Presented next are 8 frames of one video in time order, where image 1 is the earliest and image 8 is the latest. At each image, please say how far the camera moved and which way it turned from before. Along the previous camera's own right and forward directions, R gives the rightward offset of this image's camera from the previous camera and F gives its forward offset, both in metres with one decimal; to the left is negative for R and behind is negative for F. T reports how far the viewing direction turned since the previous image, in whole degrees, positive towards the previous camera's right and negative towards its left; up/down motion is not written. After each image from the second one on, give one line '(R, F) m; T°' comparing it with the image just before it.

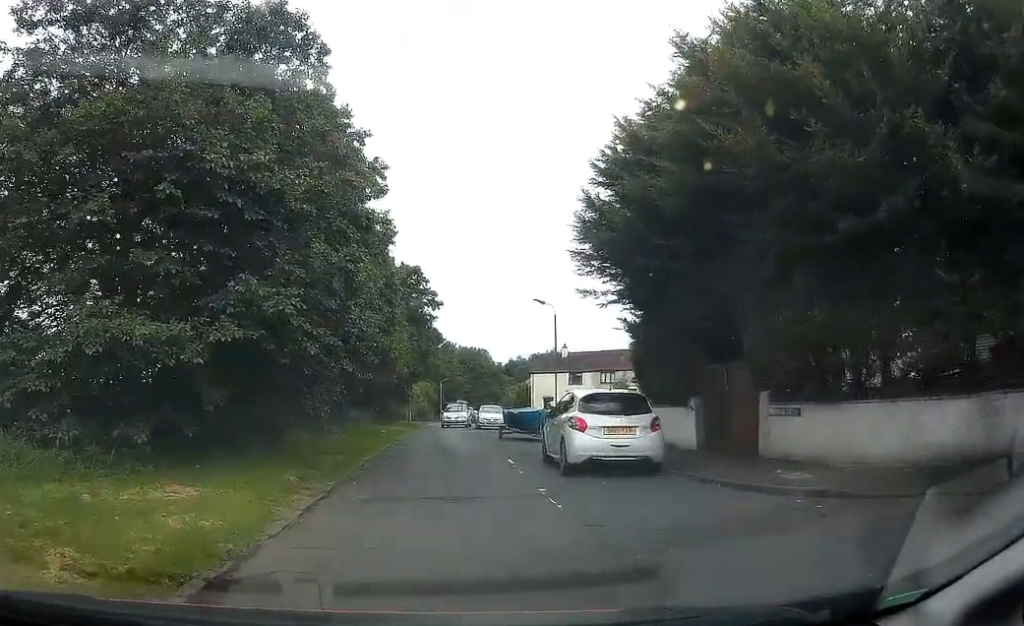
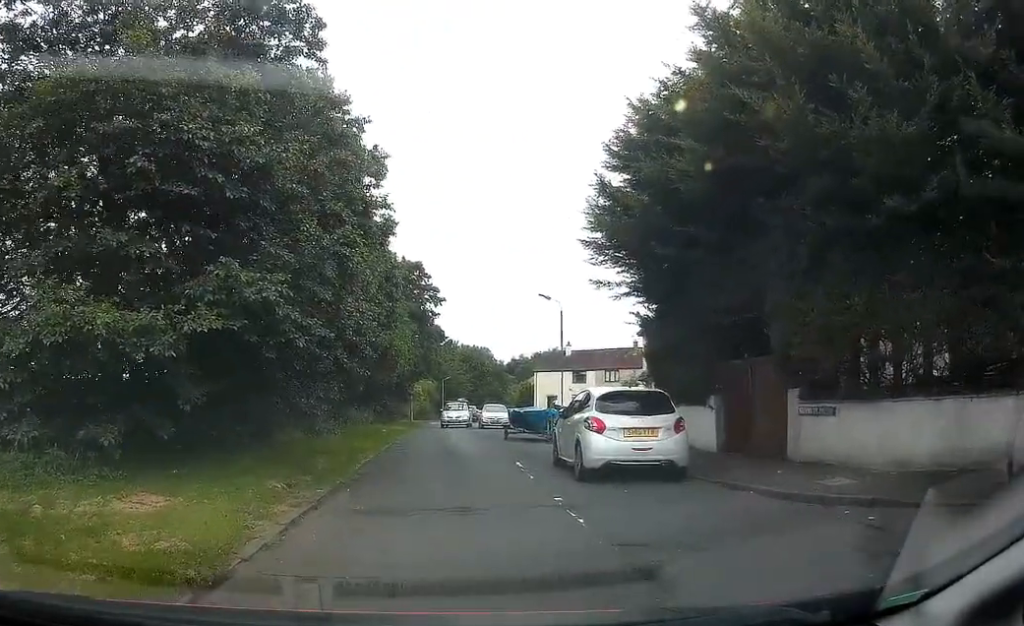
(+0.1, +1.5) m; 0°
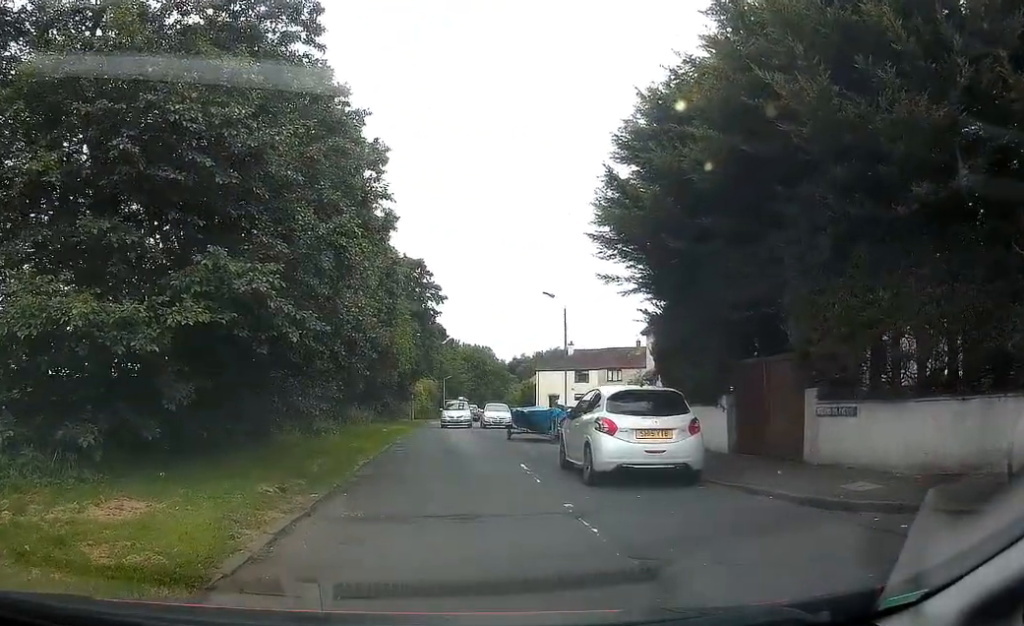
(0.0, +1.0) m; 0°
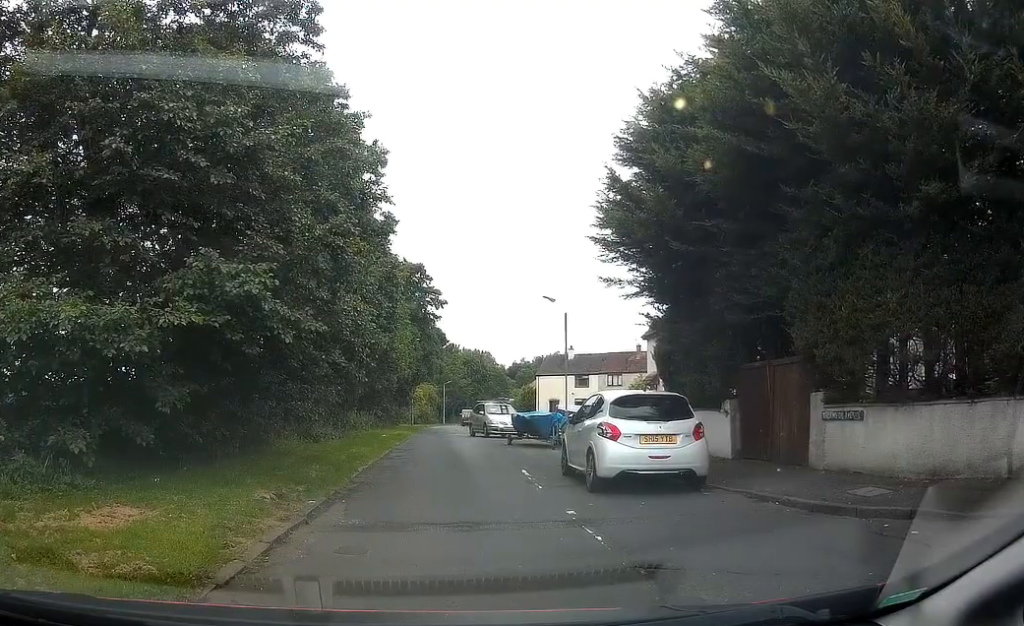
(+0.4, +1.7) m; 0°
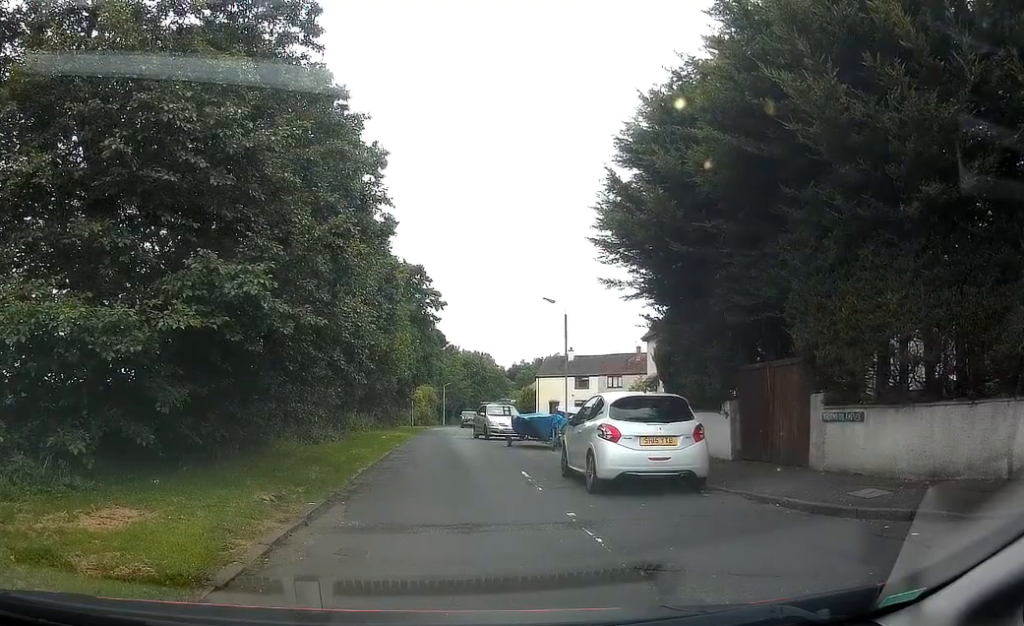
(0.0, 0.0) m; 0°
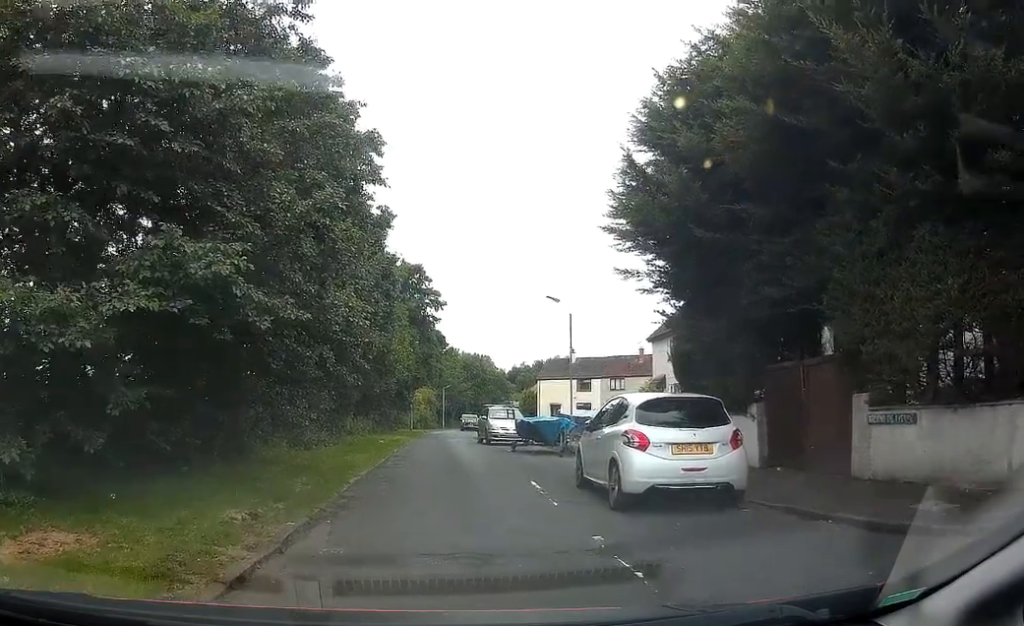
(0.0, +0.7) m; 0°
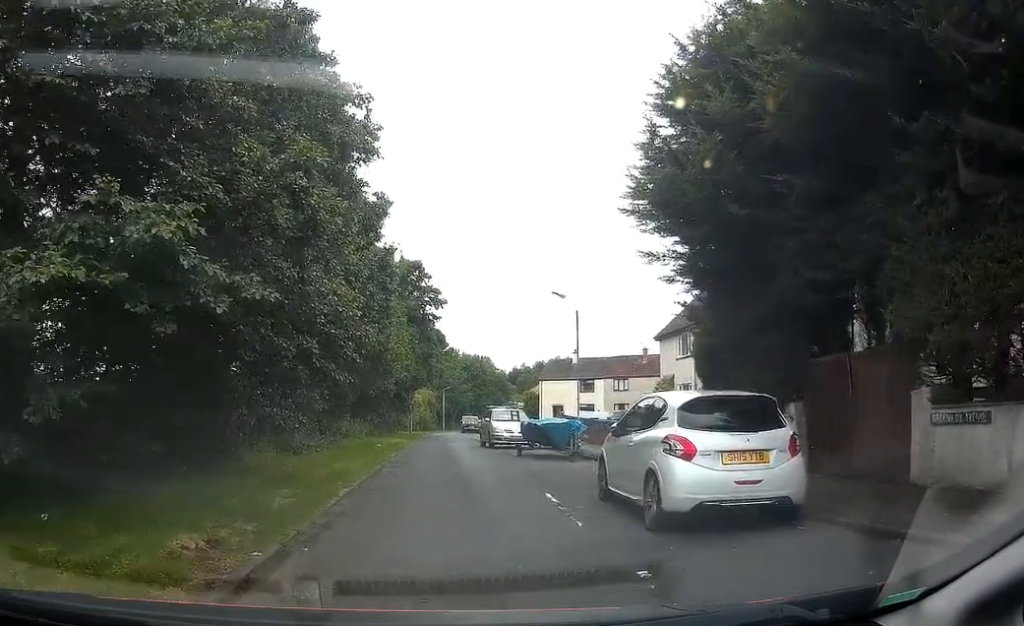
(+0.2, +0.4) m; 0°
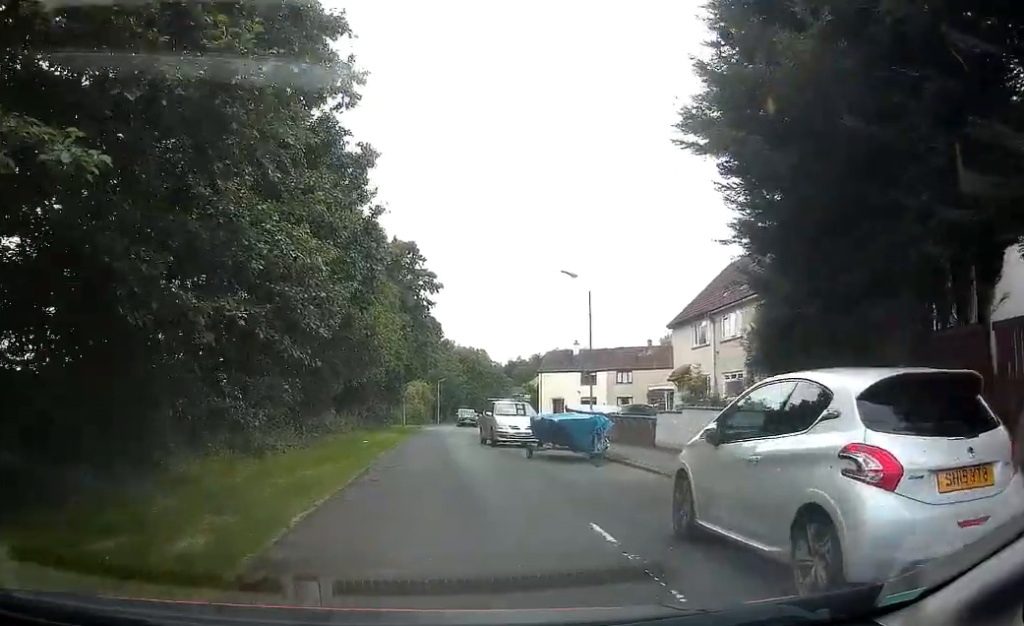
(+0.1, +1.2) m; +3°
